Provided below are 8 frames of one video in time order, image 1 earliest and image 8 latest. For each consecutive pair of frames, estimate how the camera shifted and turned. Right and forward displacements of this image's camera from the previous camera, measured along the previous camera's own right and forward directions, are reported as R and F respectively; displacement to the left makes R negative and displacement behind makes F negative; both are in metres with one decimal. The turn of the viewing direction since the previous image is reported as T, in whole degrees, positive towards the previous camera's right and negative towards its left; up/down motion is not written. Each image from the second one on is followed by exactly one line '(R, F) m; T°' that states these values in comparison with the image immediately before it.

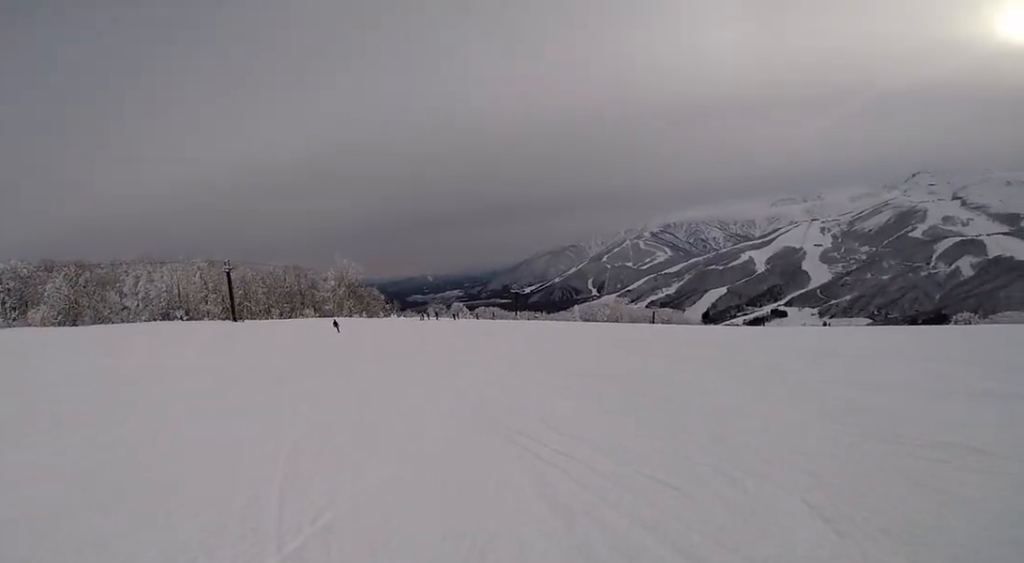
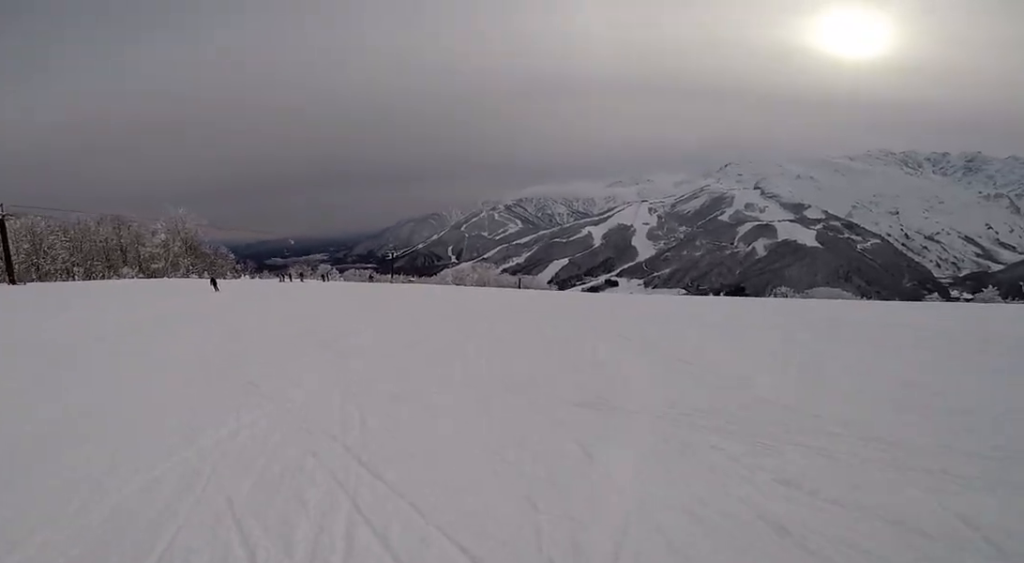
(+0.1, +12.8) m; +4°
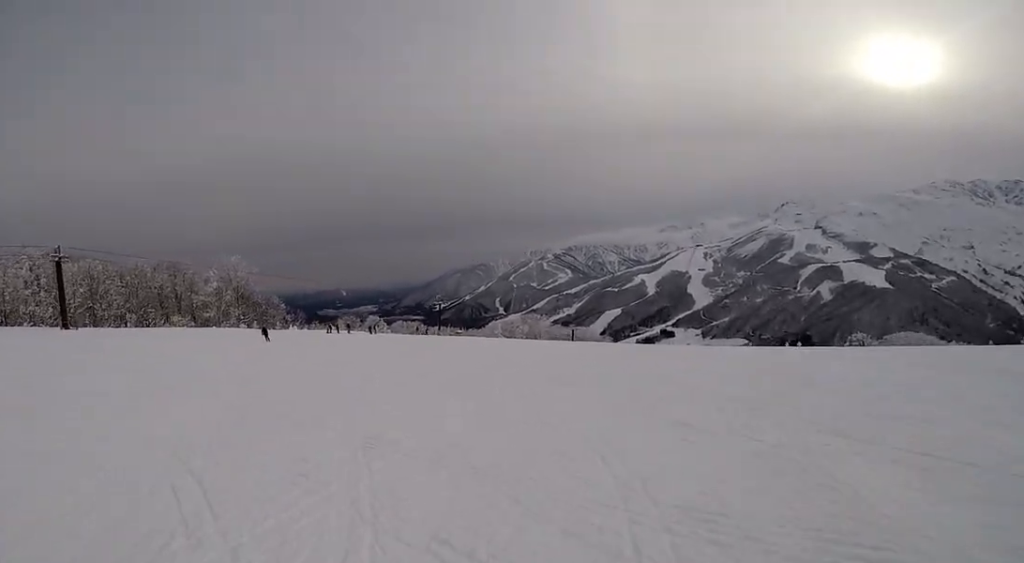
(+0.3, +3.1) m; +3°
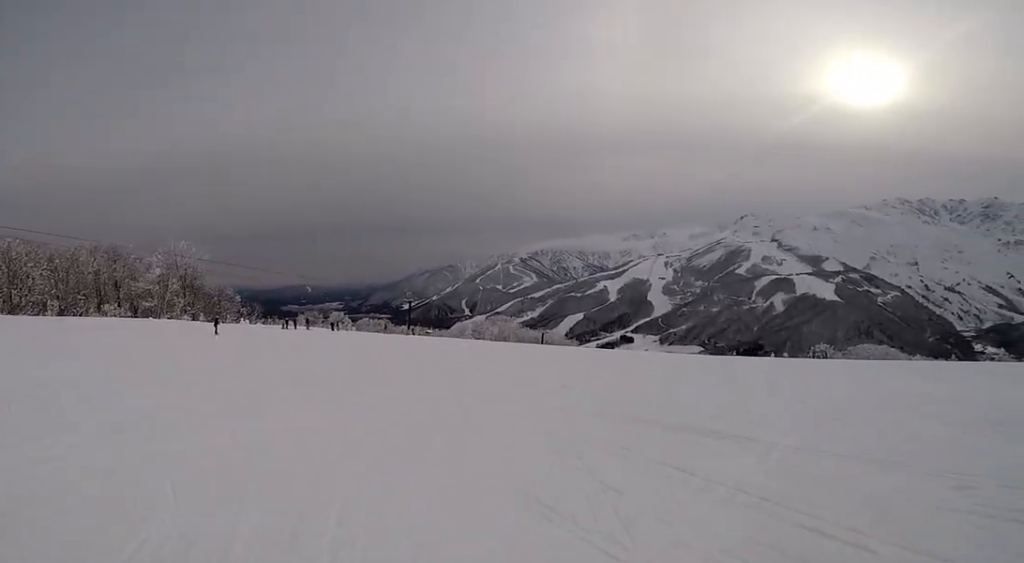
(+0.4, +7.0) m; +8°
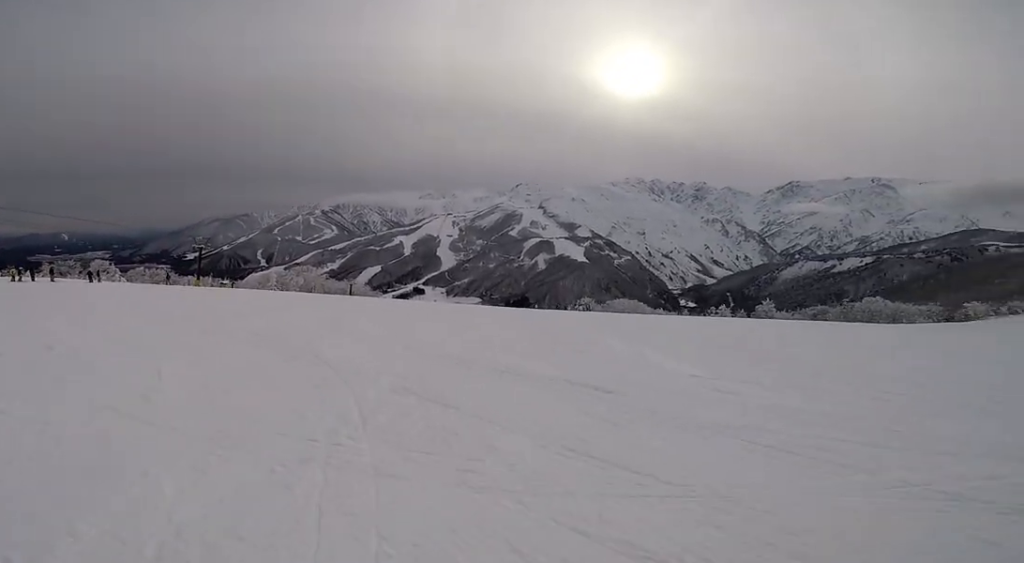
(+0.8, +8.0) m; +17°
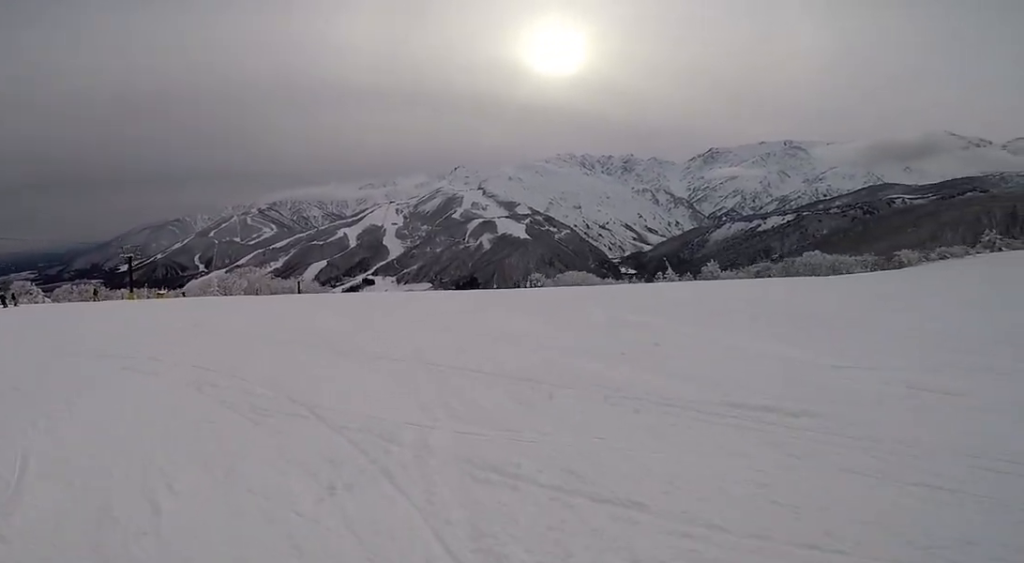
(+0.1, +3.3) m; +8°
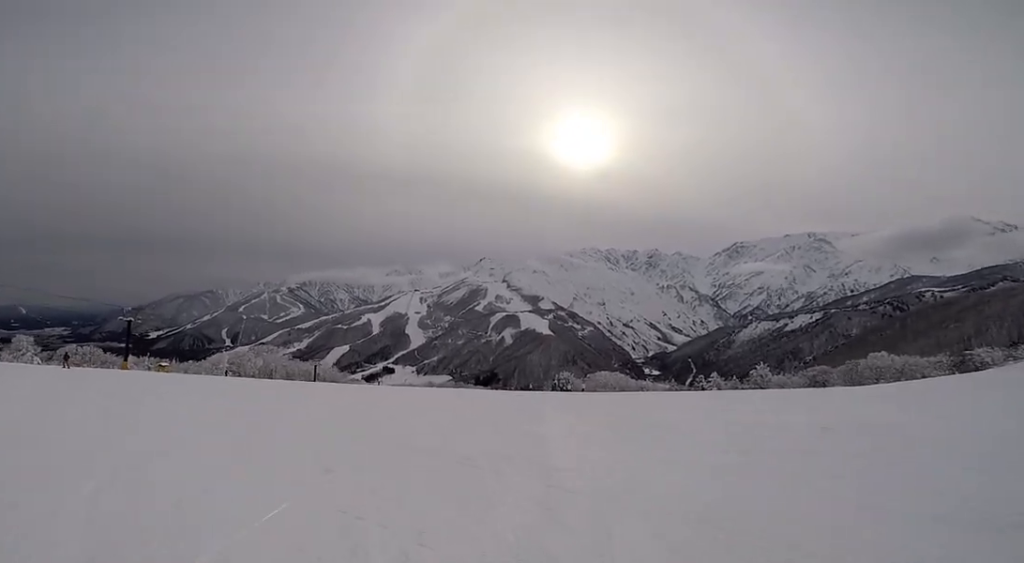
(+1.4, +9.2) m; +4°
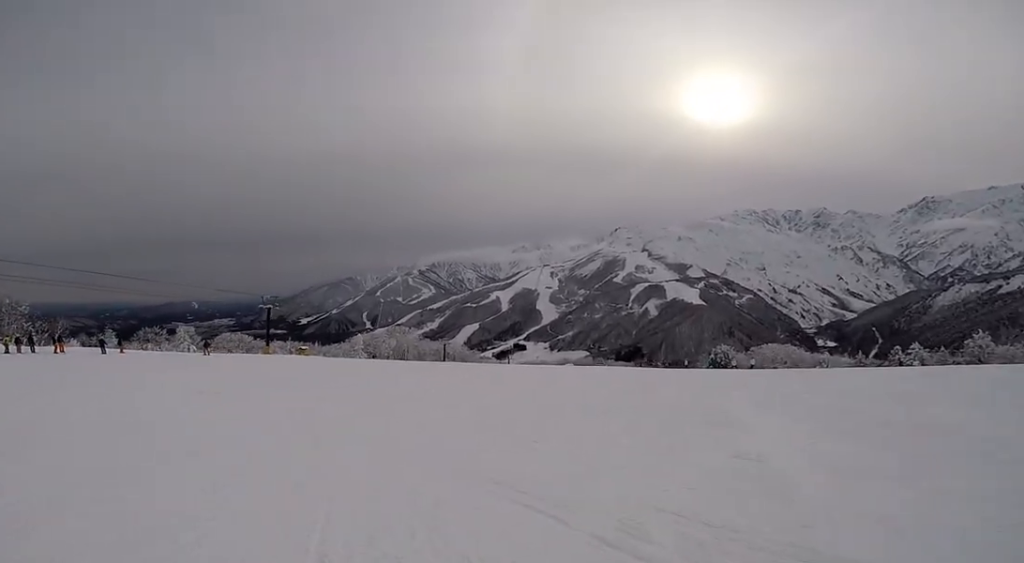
(+0.1, +3.4) m; -5°
